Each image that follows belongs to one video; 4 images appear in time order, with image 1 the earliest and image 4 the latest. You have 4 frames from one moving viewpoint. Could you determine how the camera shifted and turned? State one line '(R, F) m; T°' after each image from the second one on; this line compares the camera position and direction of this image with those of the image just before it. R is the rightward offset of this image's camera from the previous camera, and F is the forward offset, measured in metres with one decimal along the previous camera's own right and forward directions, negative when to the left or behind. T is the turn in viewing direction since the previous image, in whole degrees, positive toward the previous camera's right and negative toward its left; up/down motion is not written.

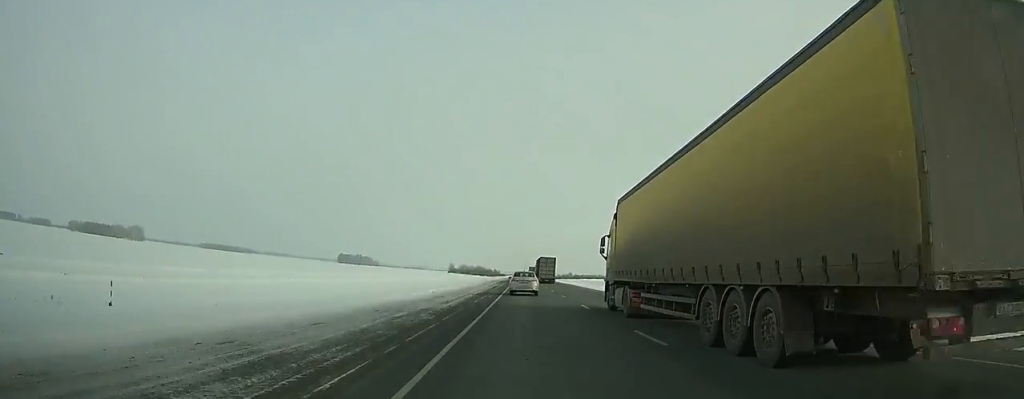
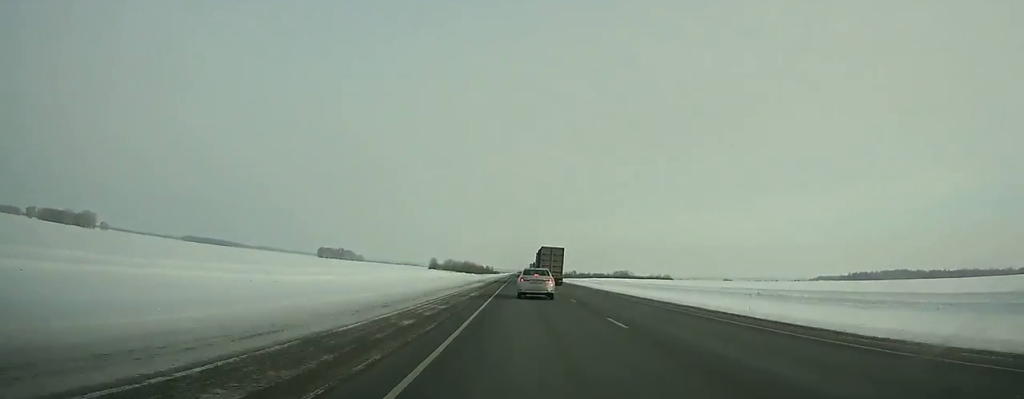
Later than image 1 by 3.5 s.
(+0.2, +100.6) m; 0°
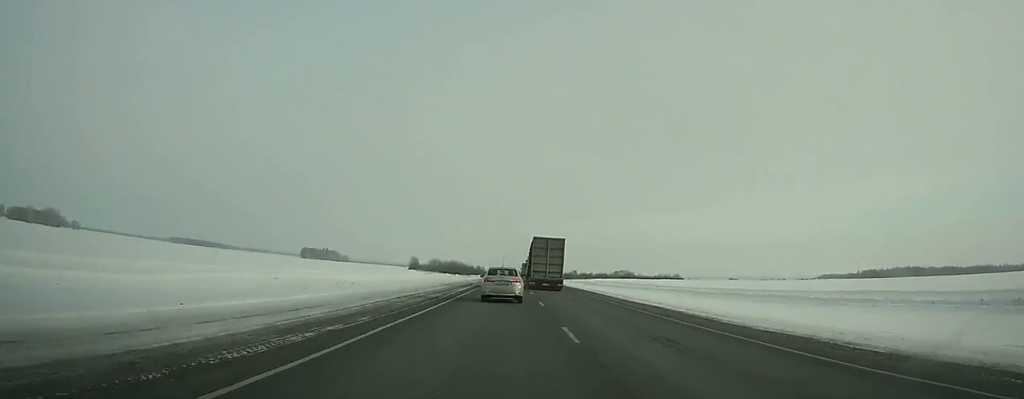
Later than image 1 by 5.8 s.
(0.0, +64.4) m; 0°
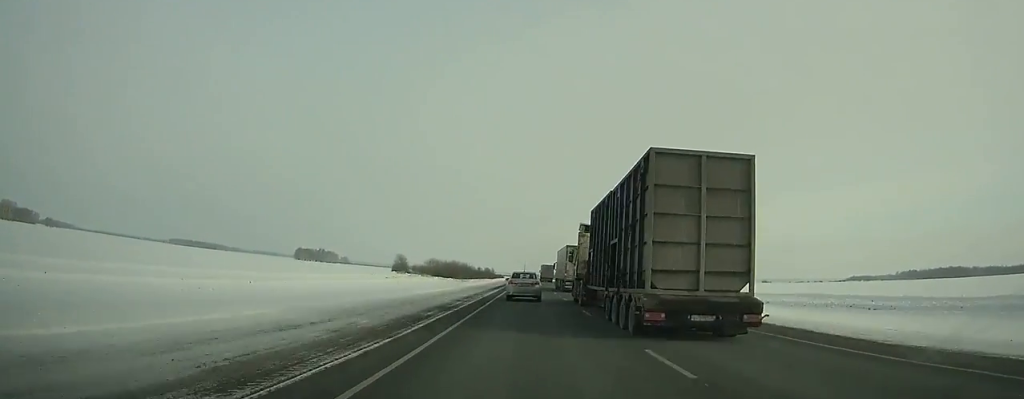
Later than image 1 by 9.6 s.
(-0.9, +104.2) m; 0°
